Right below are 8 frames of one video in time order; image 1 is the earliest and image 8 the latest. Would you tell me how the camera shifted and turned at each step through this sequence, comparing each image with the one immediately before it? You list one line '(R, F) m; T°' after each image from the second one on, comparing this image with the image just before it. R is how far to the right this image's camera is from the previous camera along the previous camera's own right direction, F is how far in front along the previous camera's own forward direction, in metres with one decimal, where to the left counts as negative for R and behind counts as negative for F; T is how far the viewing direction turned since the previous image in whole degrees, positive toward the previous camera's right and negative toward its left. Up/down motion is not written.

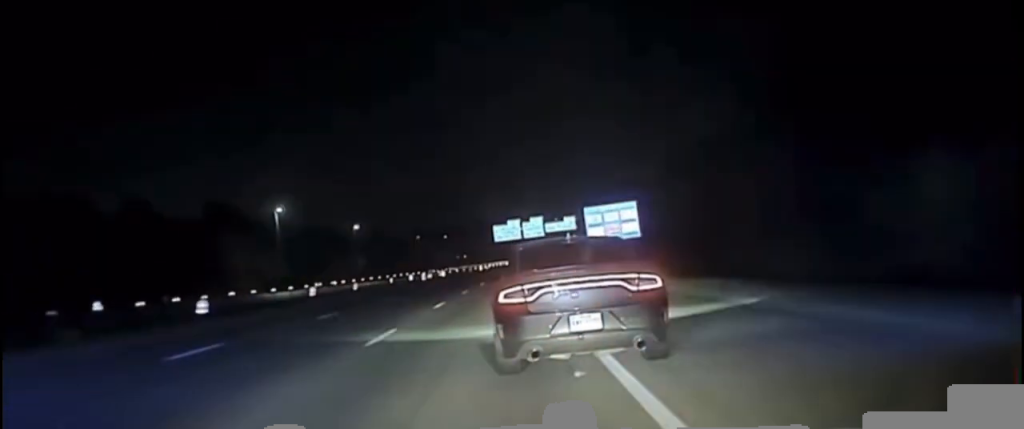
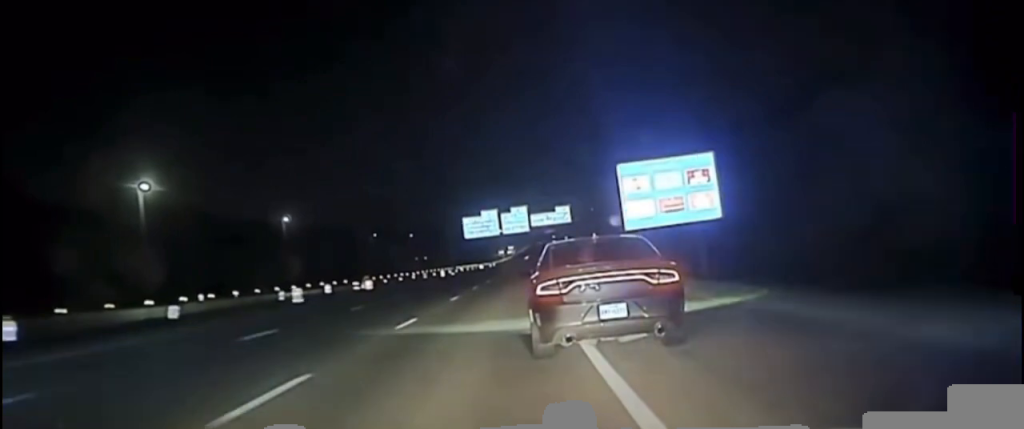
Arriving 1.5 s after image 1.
(+0.3, +37.2) m; +2°
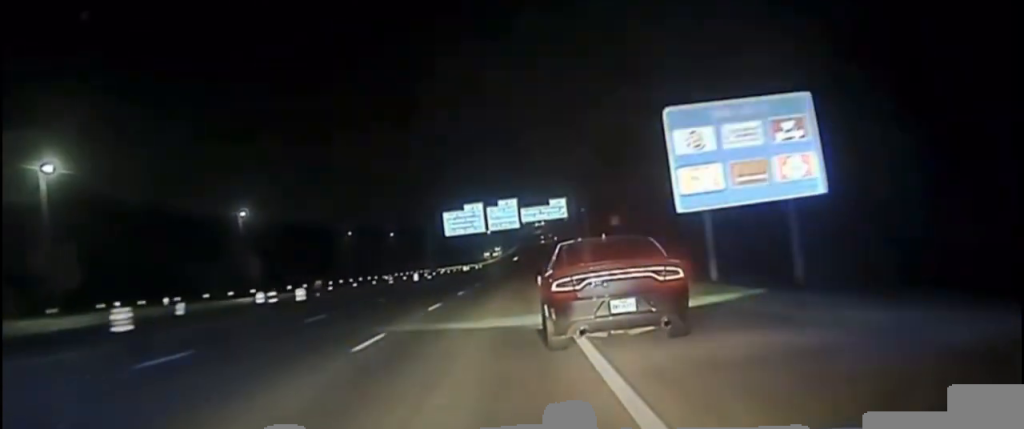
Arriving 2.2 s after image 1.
(+0.2, +19.4) m; 0°
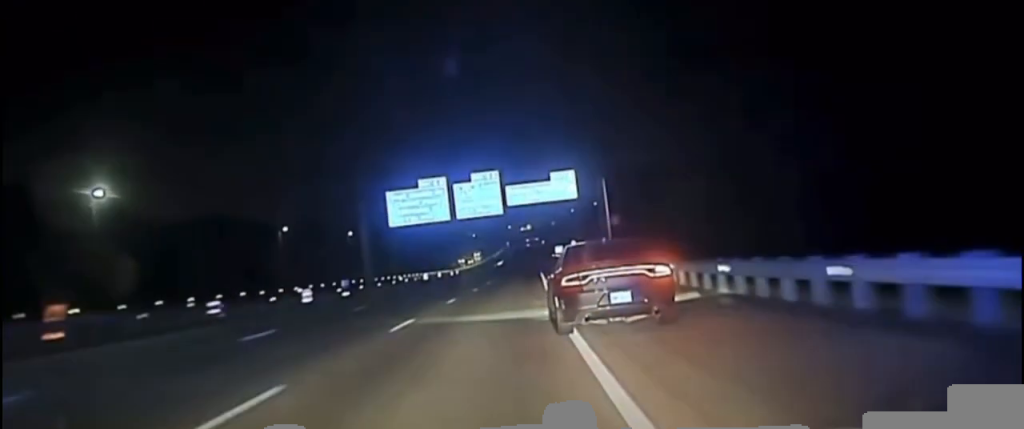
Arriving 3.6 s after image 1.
(+0.2, +51.8) m; +1°
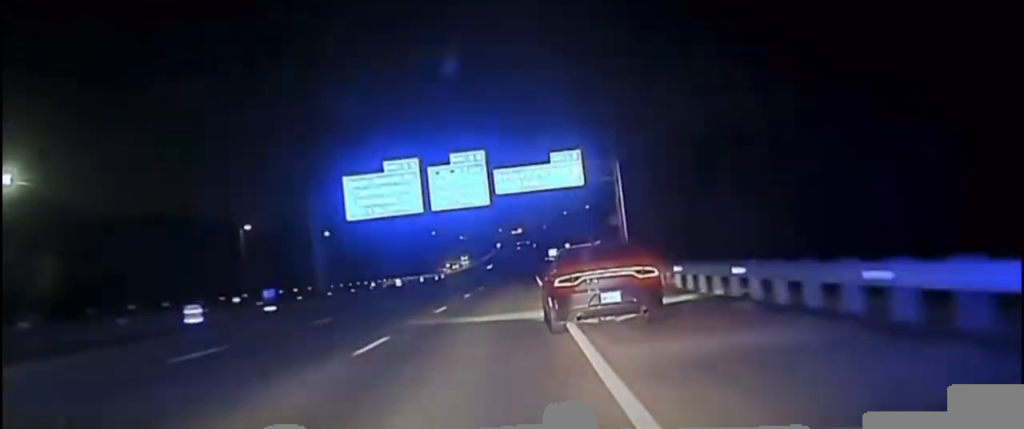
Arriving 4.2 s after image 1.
(+0.3, +21.6) m; +1°
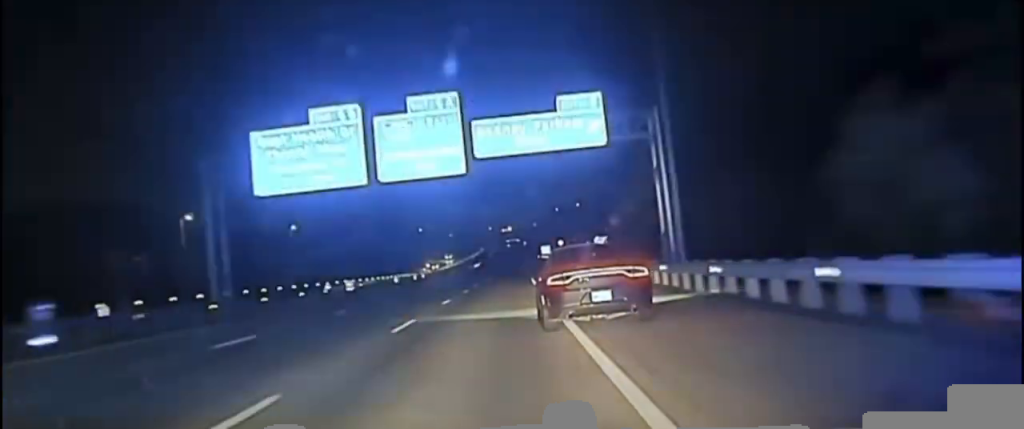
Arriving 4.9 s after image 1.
(+0.1, +23.8) m; 0°
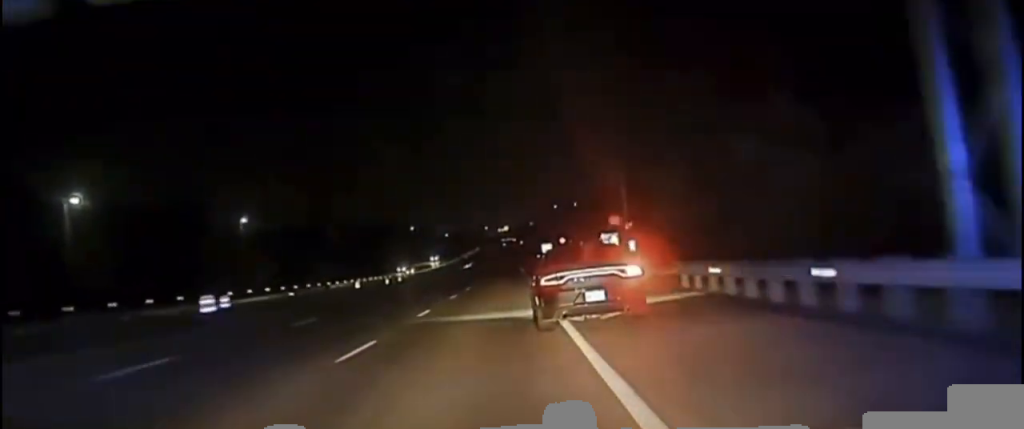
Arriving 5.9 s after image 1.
(+0.1, +31.3) m; 0°
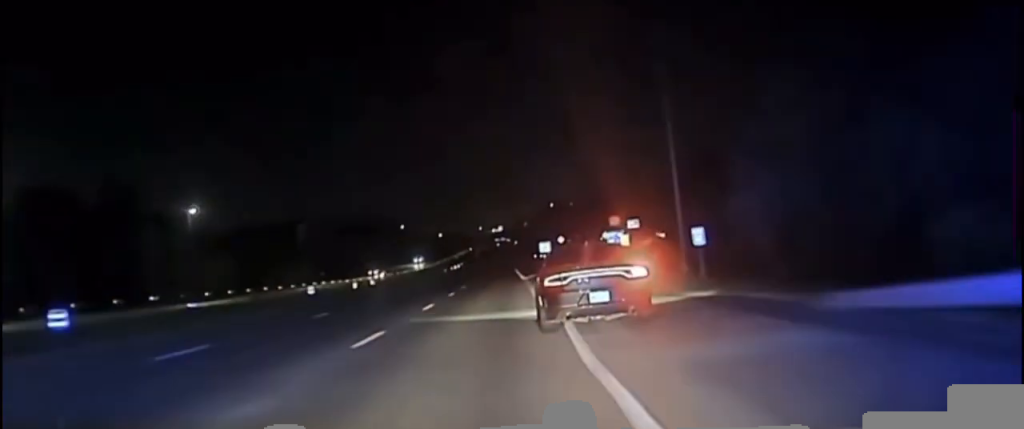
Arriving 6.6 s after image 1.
(0.0, +20.0) m; 0°
